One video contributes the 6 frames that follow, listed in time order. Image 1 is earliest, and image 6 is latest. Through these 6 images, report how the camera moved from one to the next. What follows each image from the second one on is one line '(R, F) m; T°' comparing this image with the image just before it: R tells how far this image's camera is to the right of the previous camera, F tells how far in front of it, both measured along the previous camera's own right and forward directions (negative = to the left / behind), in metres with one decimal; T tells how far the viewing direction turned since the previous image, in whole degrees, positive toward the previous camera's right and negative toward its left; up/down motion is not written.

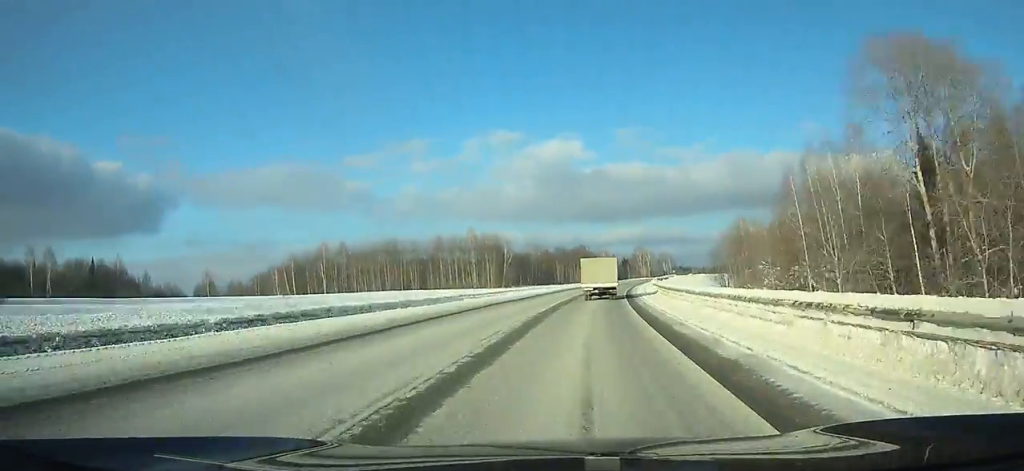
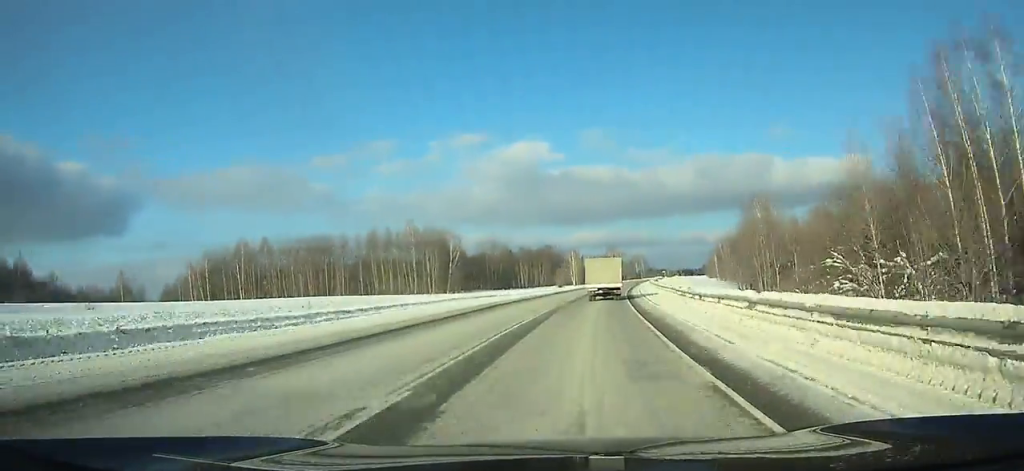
(+0.2, +33.1) m; +3°
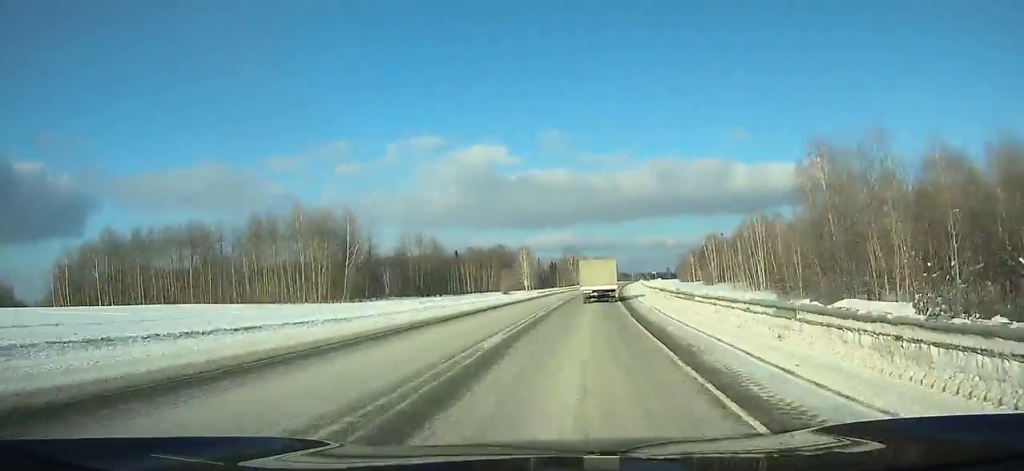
(+1.8, +39.6) m; +3°
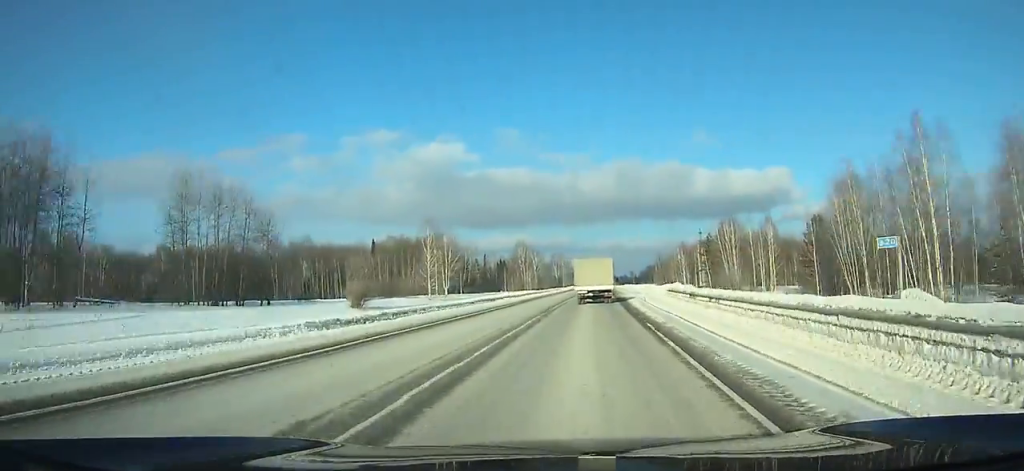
(+3.0, +65.9) m; +4°
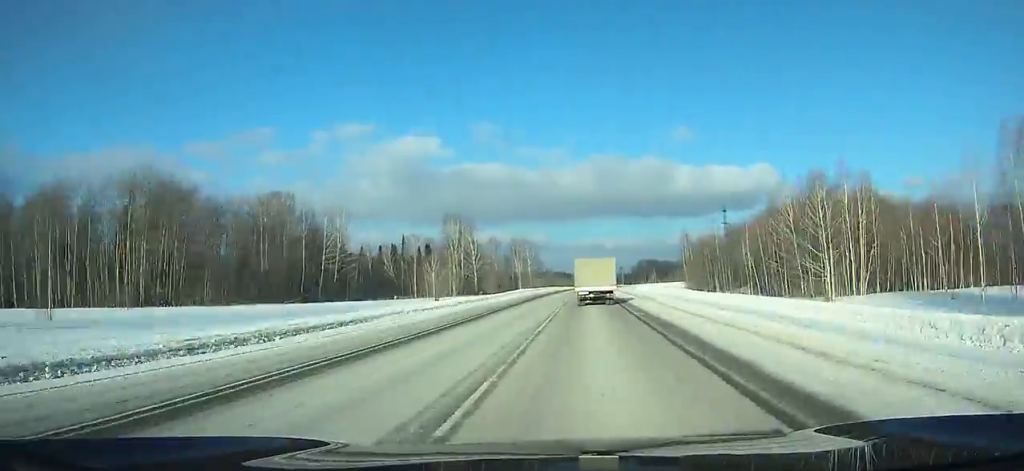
(+5.1, +122.3) m; +4°
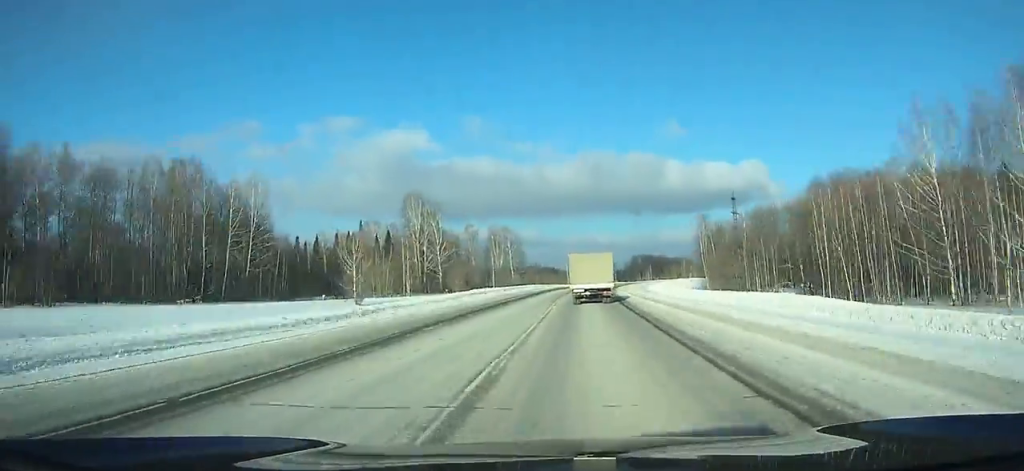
(-0.3, +32.7) m; +1°
